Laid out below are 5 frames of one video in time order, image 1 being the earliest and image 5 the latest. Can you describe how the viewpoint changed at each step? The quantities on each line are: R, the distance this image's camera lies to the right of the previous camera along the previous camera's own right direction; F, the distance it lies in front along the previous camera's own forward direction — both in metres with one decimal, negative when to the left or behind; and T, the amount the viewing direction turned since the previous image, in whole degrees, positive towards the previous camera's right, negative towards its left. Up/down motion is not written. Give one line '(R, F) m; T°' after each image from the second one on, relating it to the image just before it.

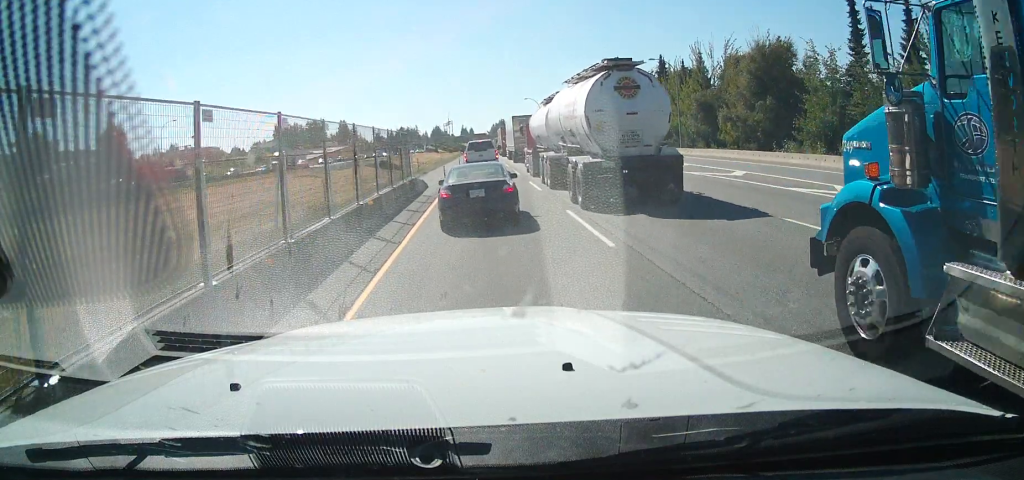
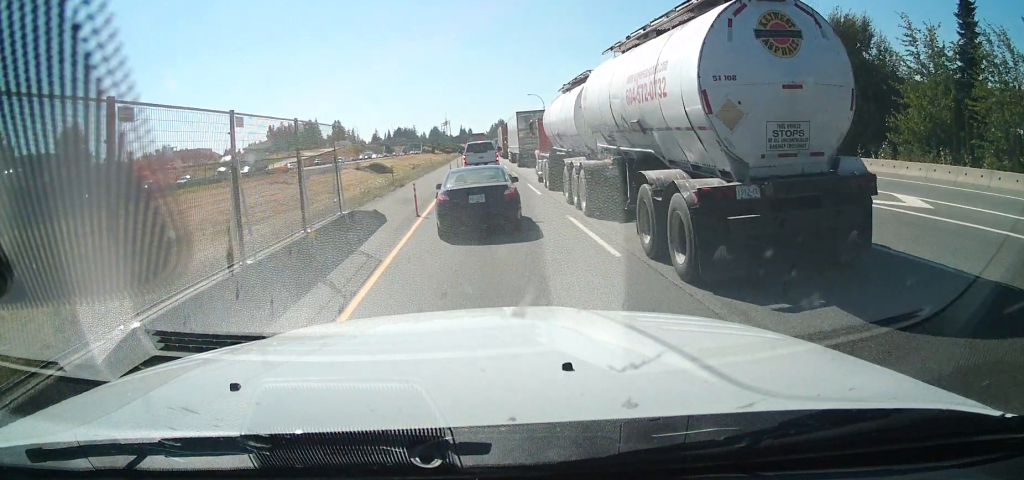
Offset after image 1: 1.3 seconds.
(+0.1, +15.1) m; +2°
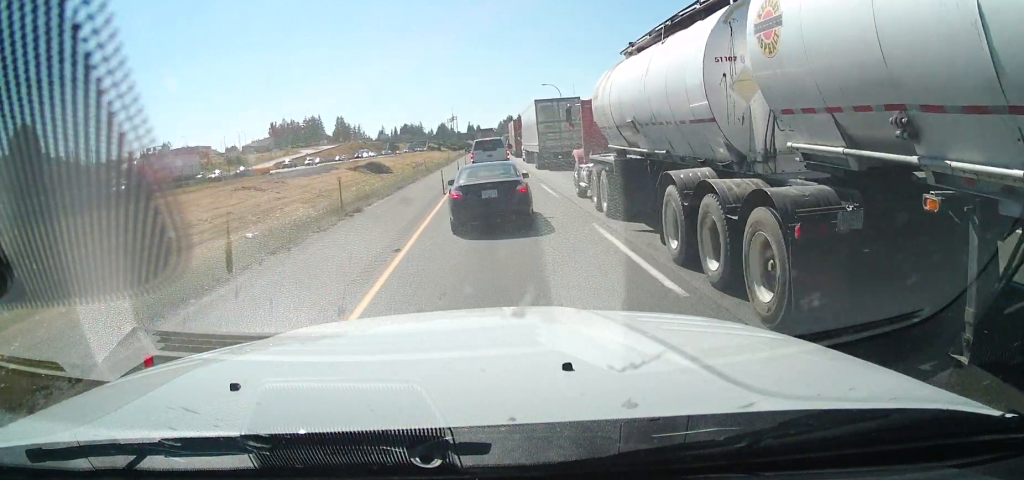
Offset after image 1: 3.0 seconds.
(+0.2, +15.9) m; 0°
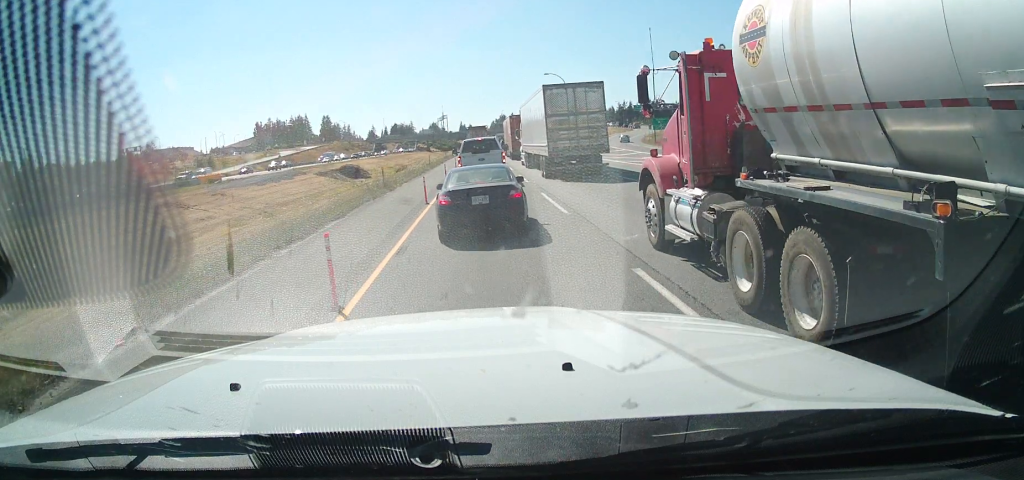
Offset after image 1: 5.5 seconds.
(+0.5, +19.0) m; +2°
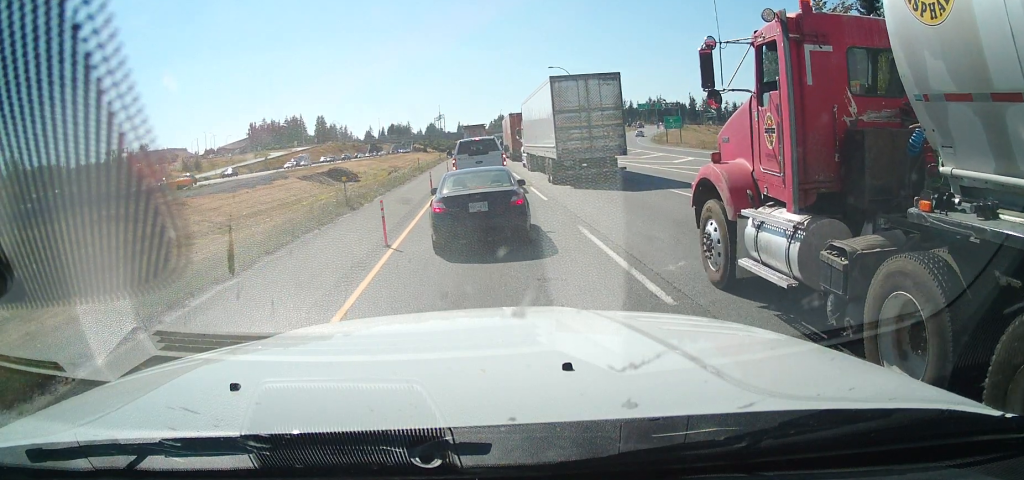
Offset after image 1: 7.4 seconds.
(-0.3, +10.6) m; -4°
